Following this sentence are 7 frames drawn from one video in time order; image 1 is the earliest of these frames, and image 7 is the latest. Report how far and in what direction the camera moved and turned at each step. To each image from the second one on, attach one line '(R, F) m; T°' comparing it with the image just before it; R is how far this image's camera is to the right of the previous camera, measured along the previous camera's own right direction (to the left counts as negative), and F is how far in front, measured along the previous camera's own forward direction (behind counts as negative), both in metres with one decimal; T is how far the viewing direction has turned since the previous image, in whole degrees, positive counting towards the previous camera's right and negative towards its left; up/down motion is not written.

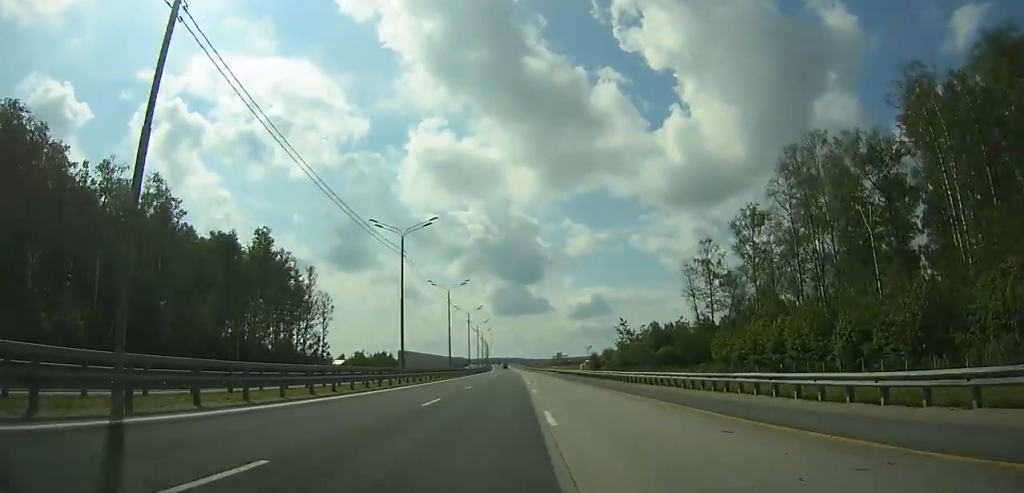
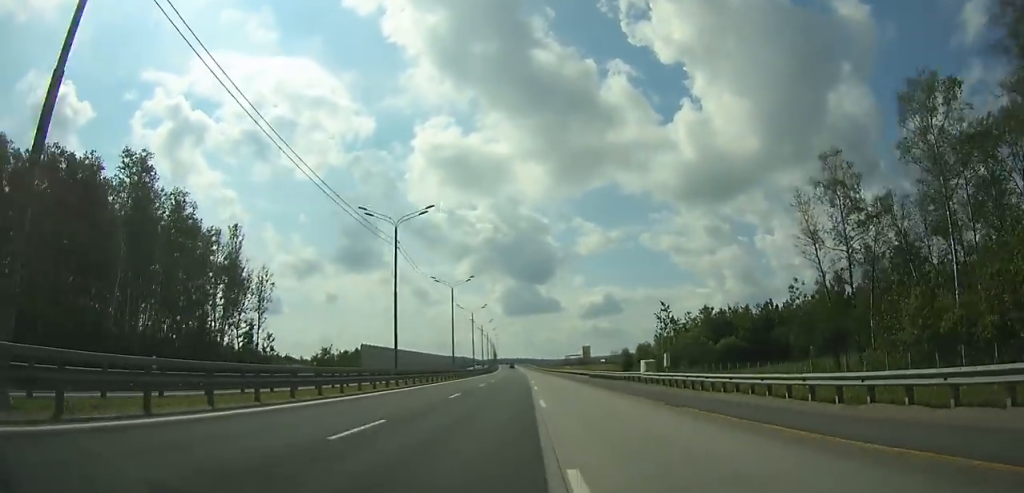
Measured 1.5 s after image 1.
(0.0, +41.2) m; -1°
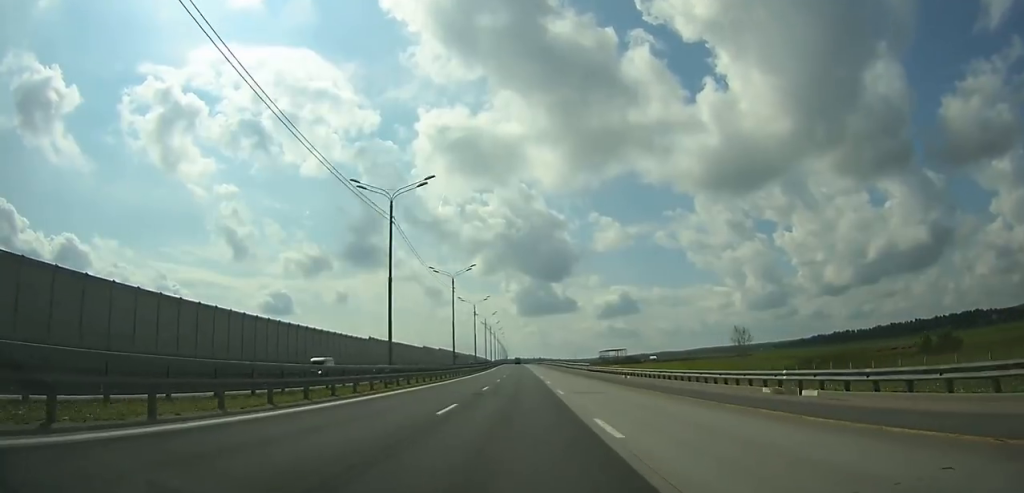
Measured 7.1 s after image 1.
(-2.6, +154.0) m; -2°
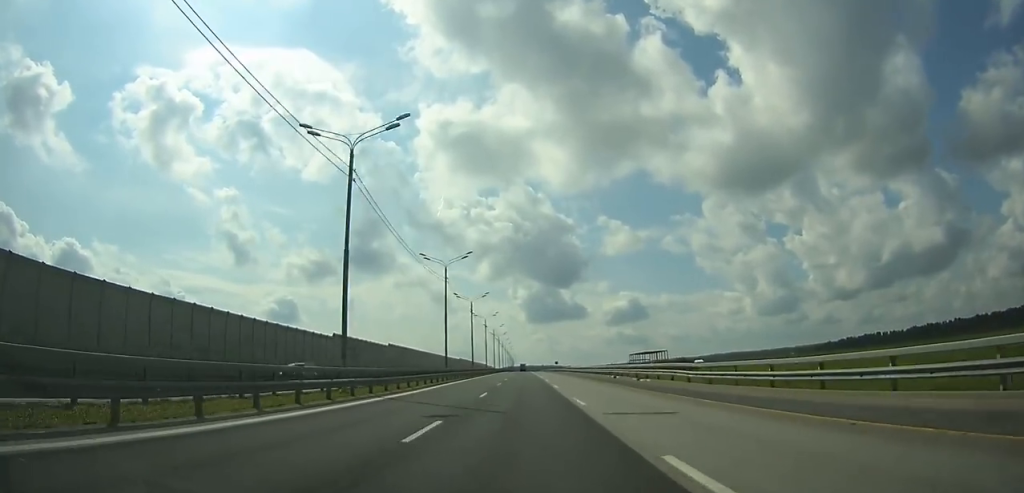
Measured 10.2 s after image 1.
(-0.6, +85.5) m; -1°
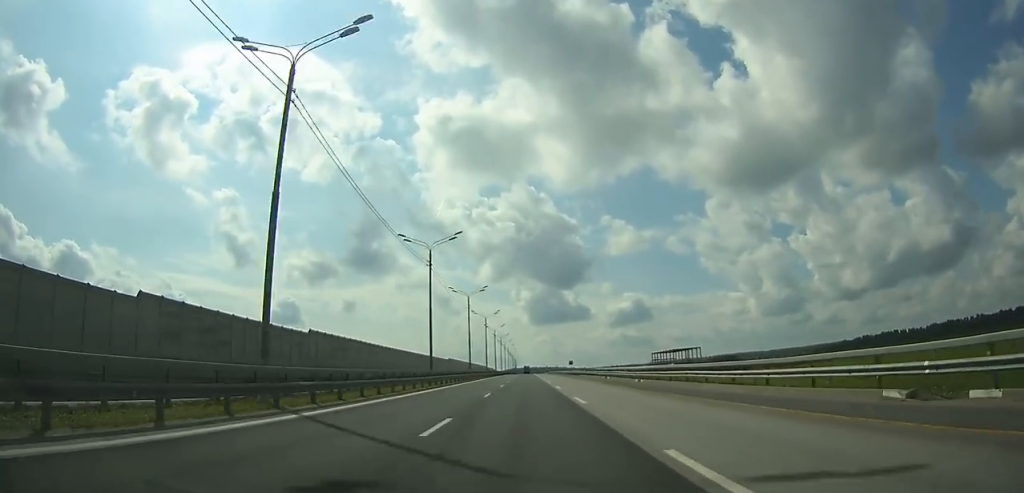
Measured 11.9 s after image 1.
(-0.1, +47.0) m; 0°
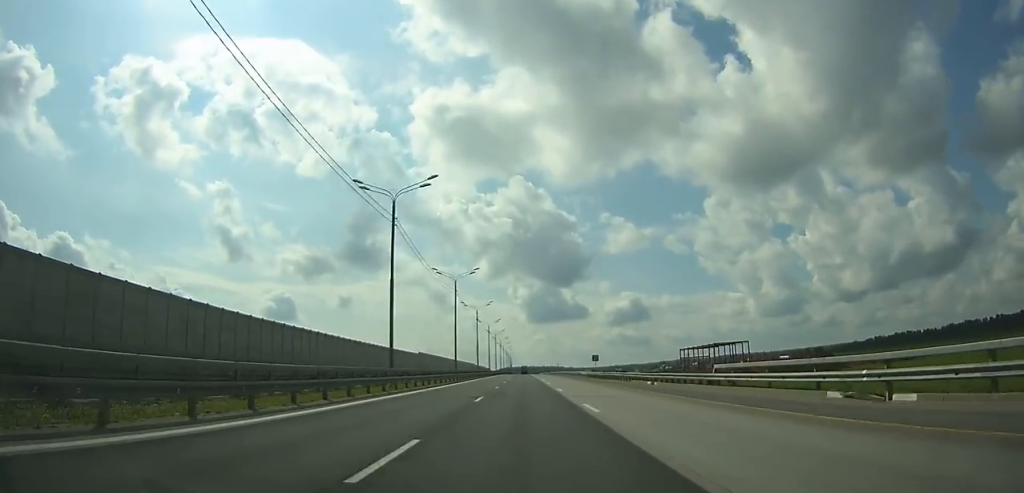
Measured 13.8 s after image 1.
(-0.1, +52.5) m; 0°
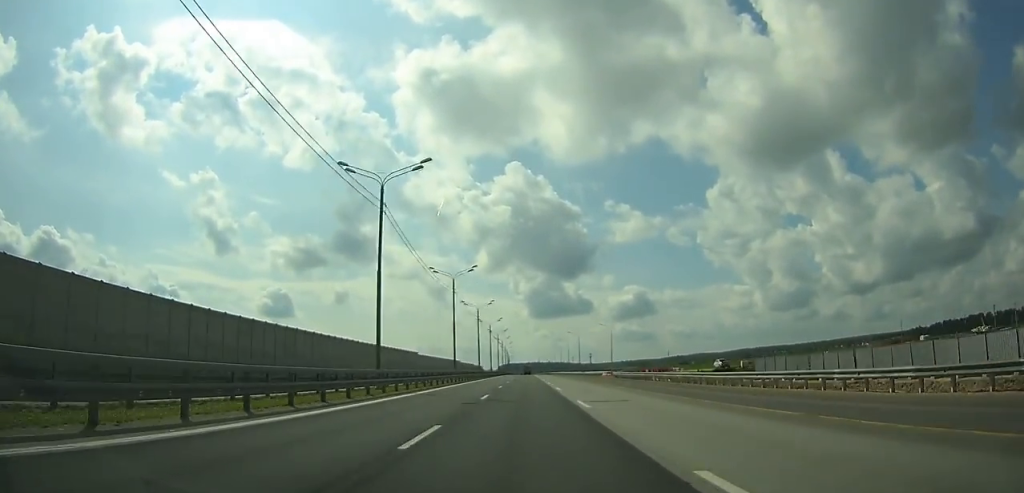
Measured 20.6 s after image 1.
(-0.2, +189.2) m; 0°
